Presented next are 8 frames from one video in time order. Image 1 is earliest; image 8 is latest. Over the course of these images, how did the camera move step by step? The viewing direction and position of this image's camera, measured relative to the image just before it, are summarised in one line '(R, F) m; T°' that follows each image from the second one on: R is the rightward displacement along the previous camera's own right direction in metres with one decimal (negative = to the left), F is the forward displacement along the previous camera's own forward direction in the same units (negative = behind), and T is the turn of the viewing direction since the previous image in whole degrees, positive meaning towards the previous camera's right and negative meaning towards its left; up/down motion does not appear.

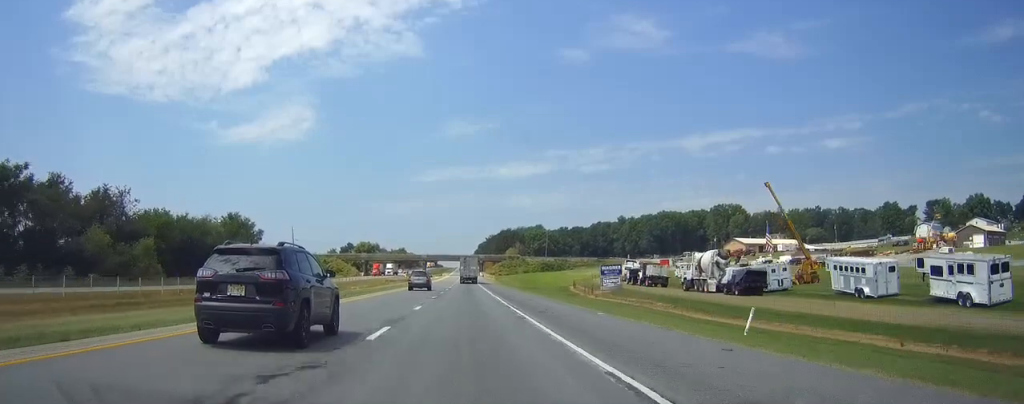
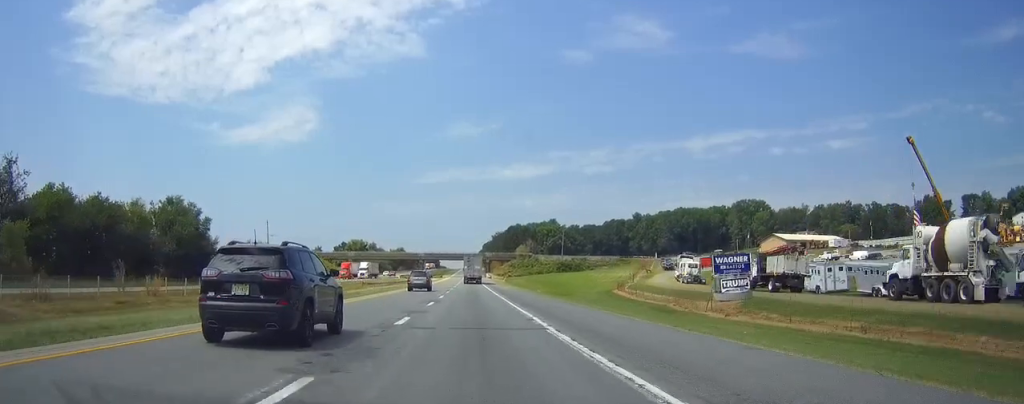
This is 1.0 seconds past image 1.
(0.0, +33.4) m; 0°
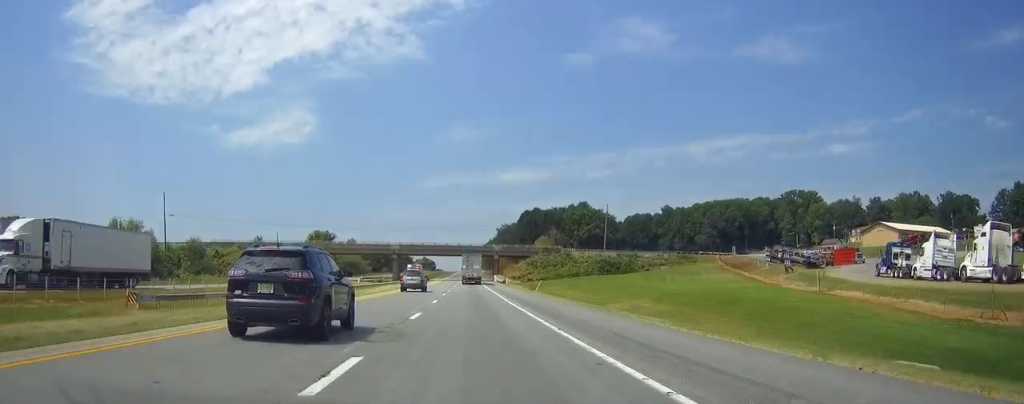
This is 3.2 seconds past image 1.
(0.0, +69.2) m; 0°
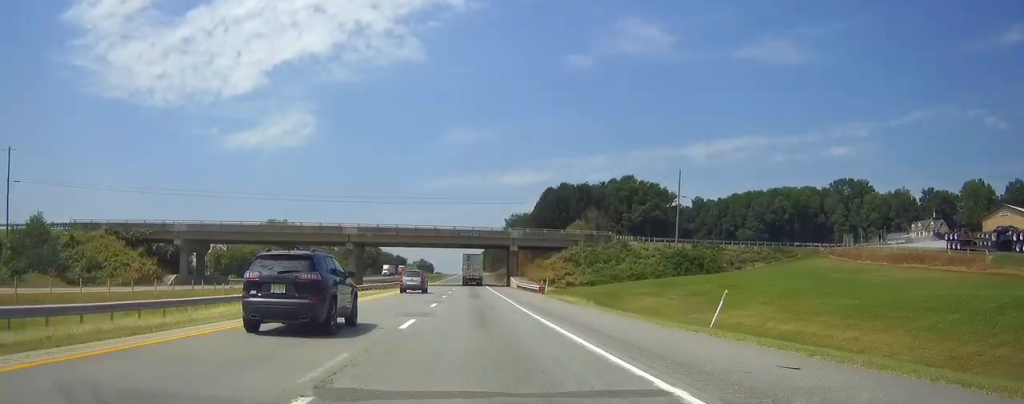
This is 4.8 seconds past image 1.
(-0.1, +51.7) m; 0°
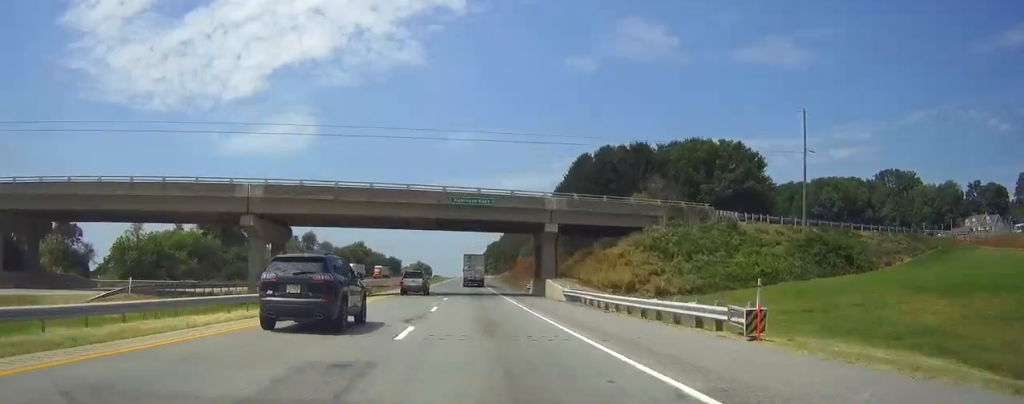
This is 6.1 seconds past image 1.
(+0.1, +39.0) m; 0°
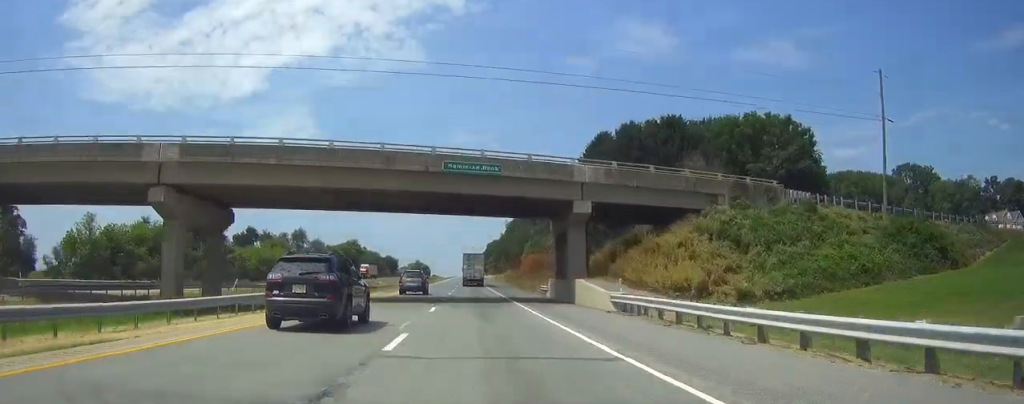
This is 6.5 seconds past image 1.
(0.0, +13.7) m; 0°
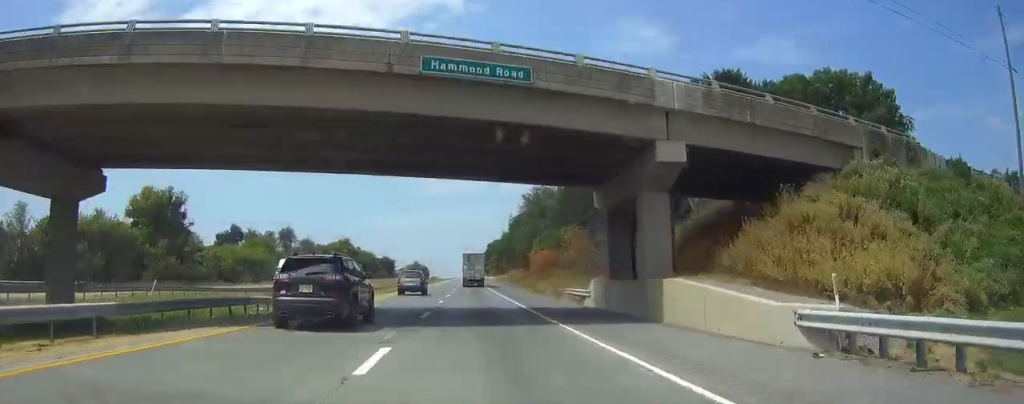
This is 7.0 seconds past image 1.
(0.0, +15.8) m; 0°
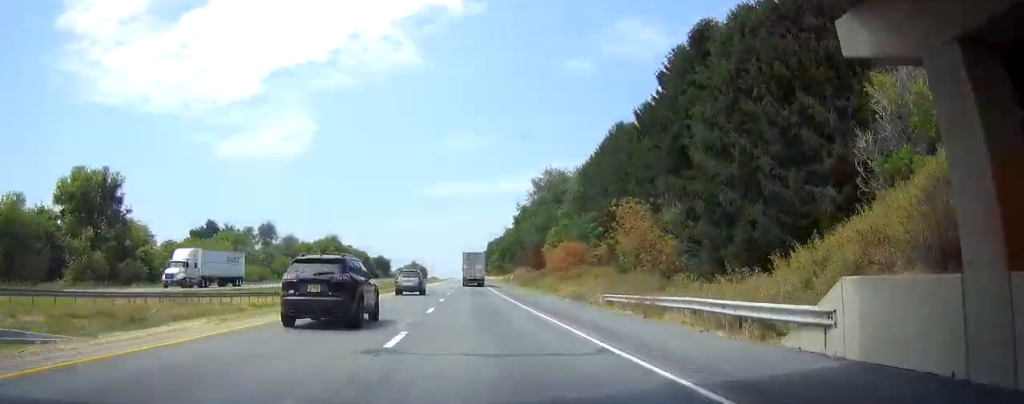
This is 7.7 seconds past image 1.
(0.0, +21.1) m; 0°
